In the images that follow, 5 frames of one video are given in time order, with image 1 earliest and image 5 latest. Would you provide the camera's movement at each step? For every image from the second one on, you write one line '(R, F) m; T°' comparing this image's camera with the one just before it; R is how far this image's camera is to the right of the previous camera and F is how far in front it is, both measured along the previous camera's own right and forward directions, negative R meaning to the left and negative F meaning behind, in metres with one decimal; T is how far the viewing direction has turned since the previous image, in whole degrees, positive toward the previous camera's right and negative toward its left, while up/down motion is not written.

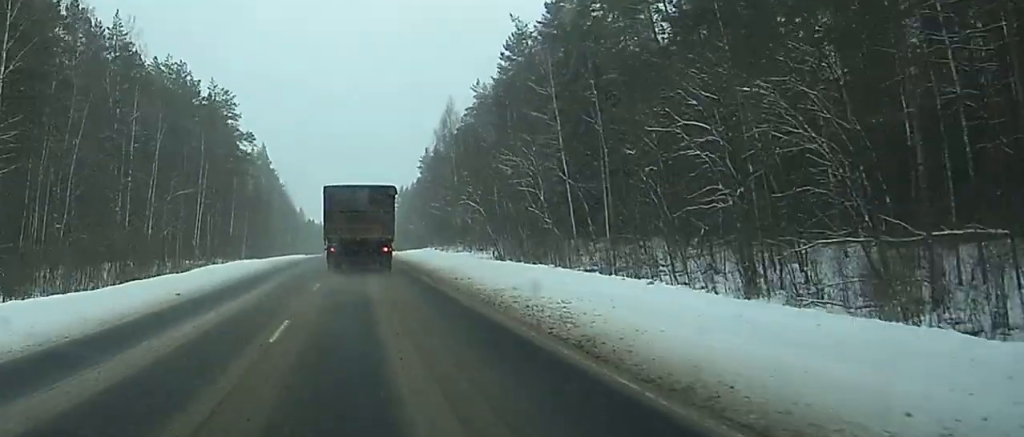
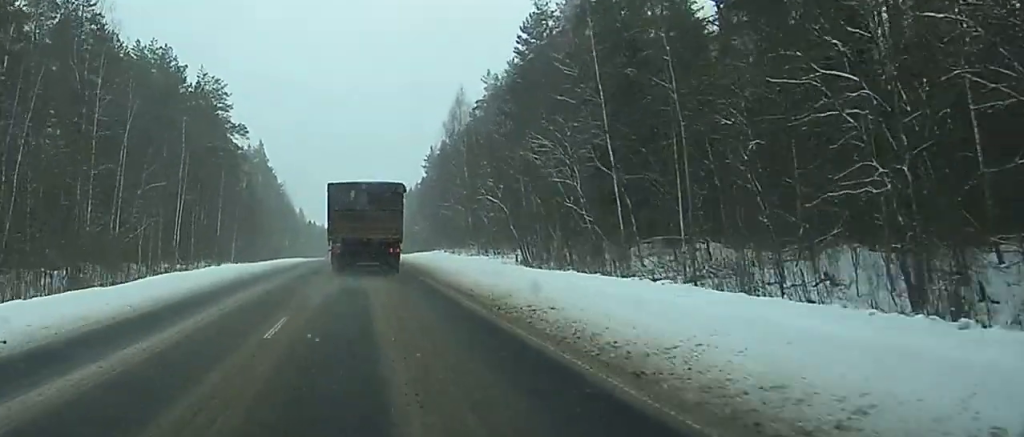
(0.0, +11.9) m; 0°
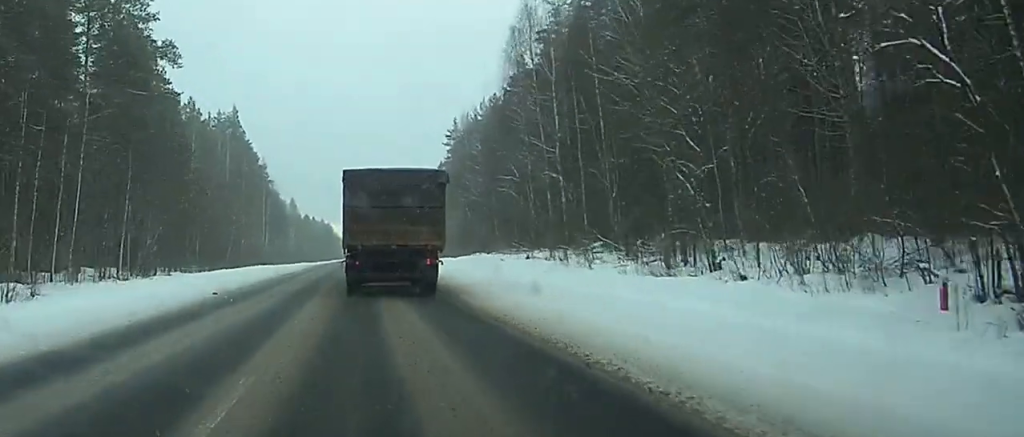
(+0.5, +56.2) m; +1°
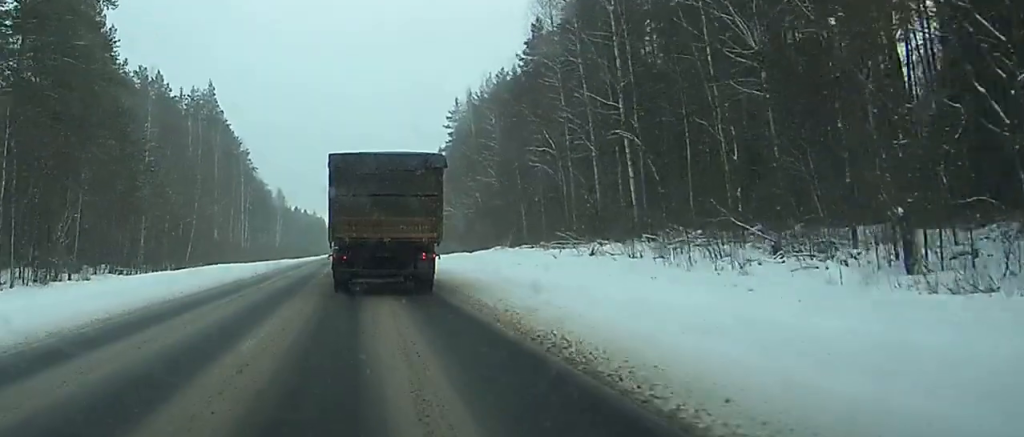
(0.0, +19.9) m; 0°
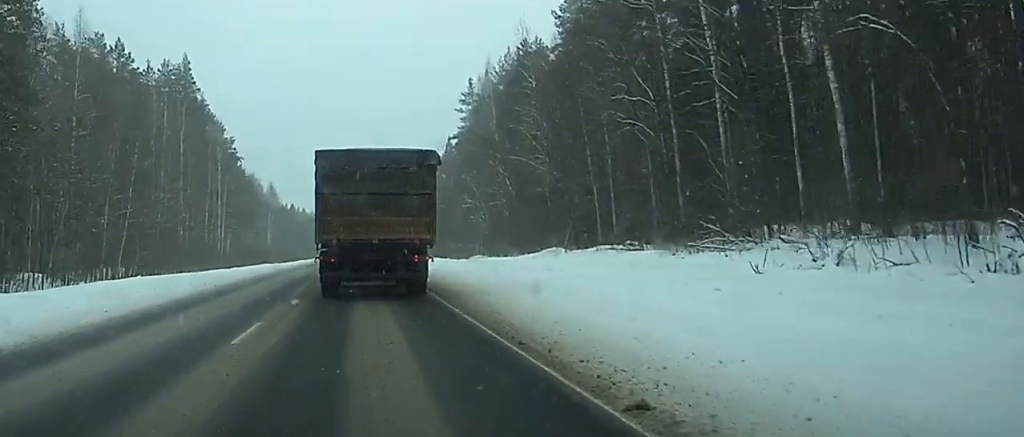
(-0.5, +23.8) m; -2°
